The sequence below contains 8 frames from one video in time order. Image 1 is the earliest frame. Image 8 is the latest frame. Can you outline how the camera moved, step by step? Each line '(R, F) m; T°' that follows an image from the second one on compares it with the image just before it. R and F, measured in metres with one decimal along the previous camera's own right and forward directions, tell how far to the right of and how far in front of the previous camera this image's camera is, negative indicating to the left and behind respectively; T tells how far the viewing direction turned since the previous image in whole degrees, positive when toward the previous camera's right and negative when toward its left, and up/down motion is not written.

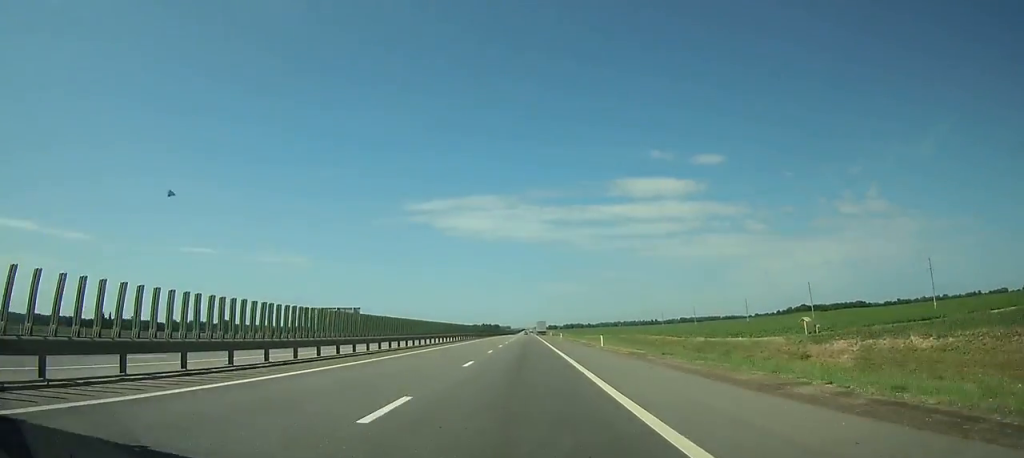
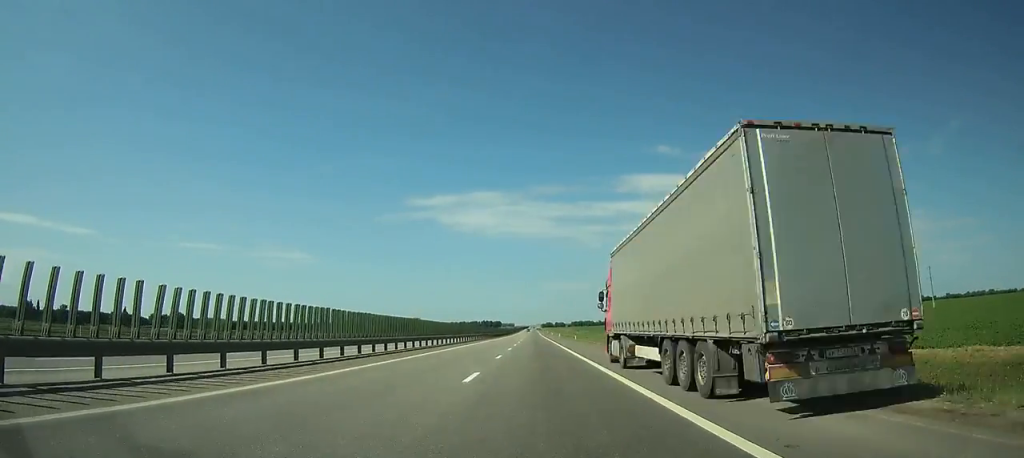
(0.0, +159.9) m; 0°
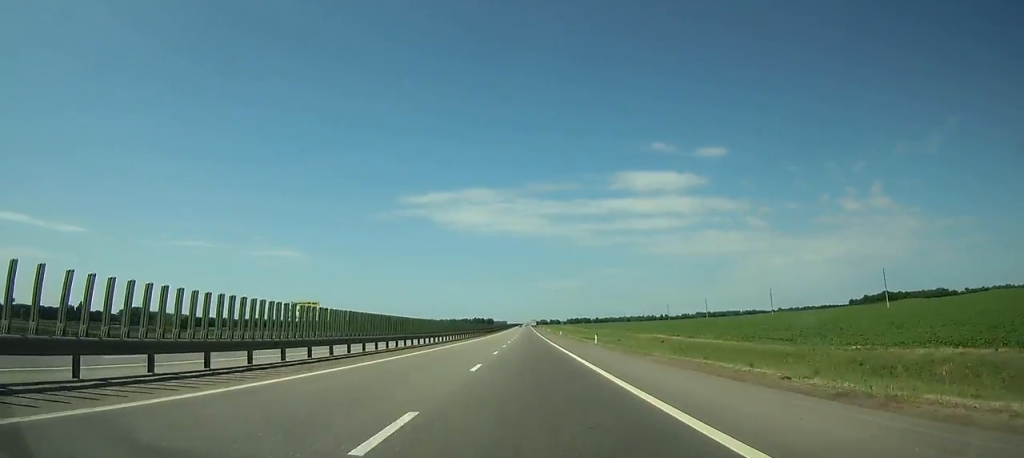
(+0.3, +81.2) m; 0°
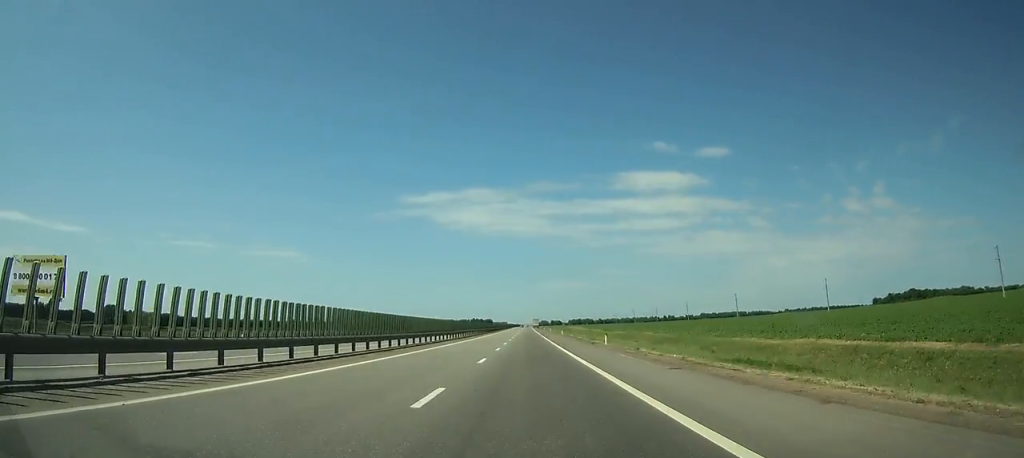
(0.0, +56.8) m; 0°
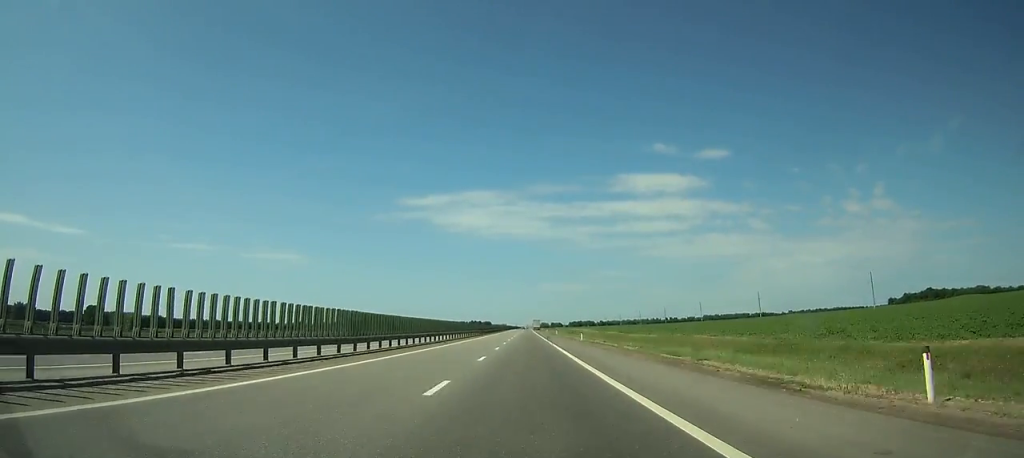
(0.0, +35.1) m; 0°
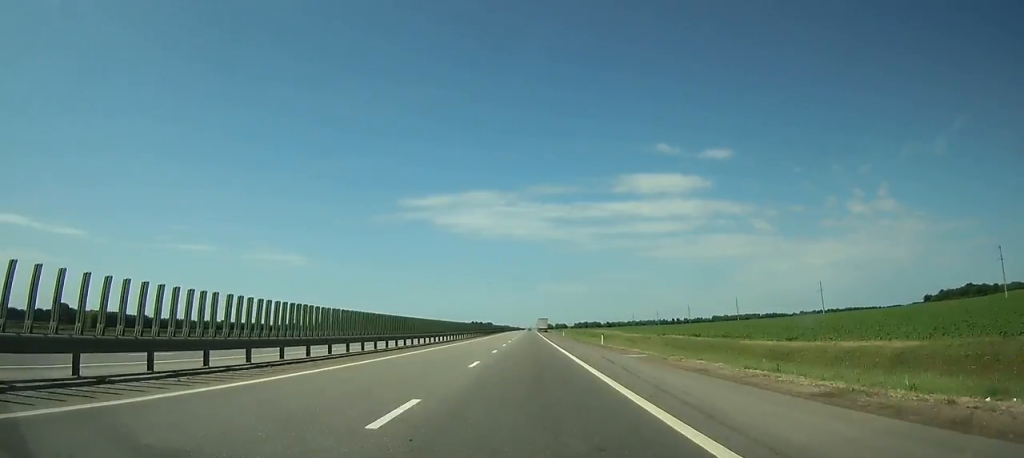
(-0.1, +61.6) m; 0°
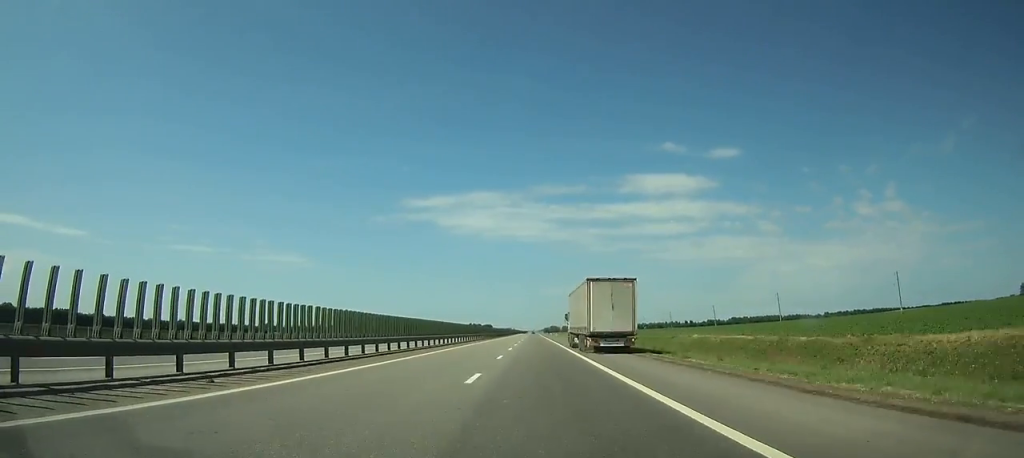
(-0.3, +147.6) m; 0°
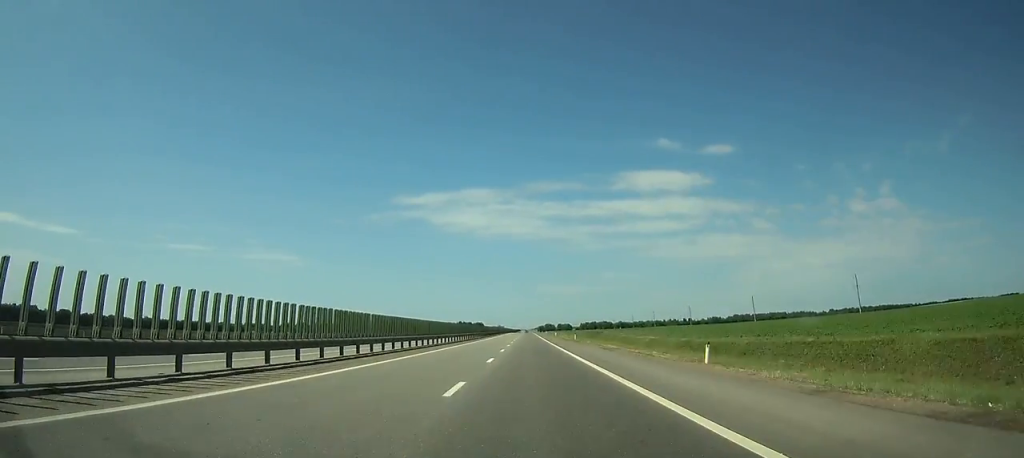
(+0.1, +77.9) m; 0°
